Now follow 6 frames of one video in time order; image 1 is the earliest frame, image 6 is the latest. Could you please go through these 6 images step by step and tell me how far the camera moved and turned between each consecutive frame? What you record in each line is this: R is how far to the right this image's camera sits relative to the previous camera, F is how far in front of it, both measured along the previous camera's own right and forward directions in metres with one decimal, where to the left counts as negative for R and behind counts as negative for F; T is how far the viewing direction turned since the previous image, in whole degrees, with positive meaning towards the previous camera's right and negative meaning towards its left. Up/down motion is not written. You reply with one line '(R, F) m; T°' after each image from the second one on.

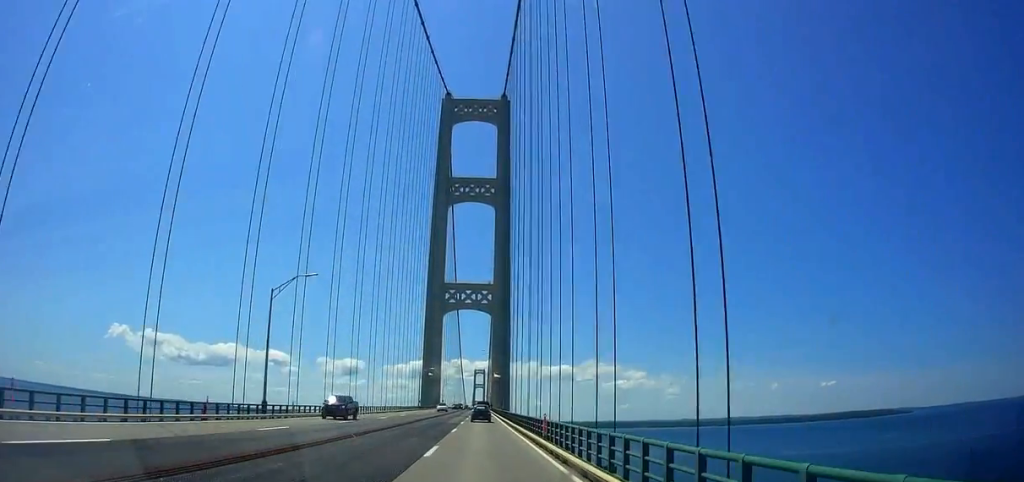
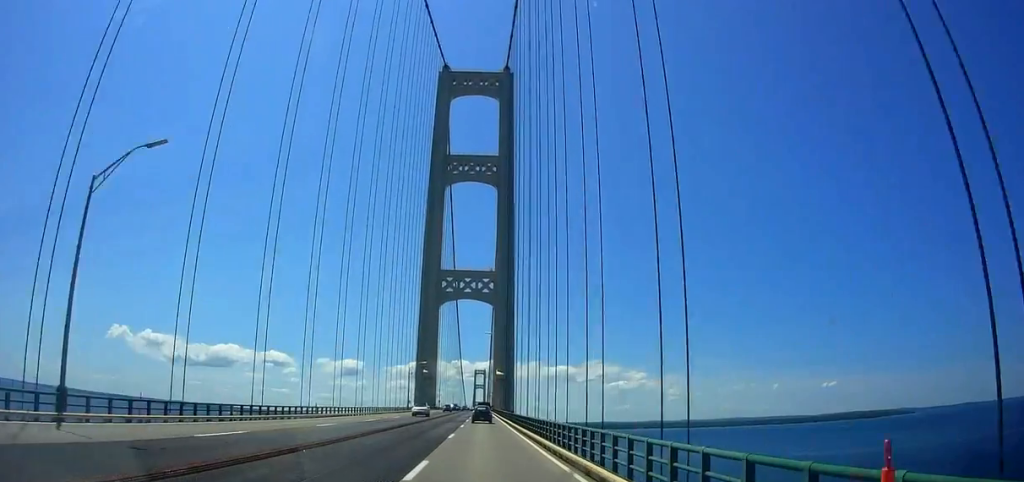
(+0.5, +20.5) m; +1°
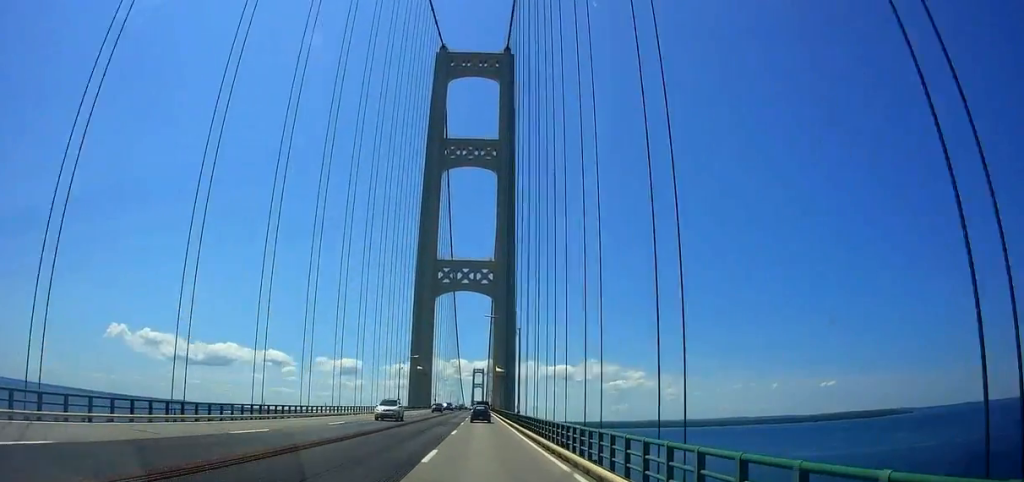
(+0.1, +11.6) m; -1°
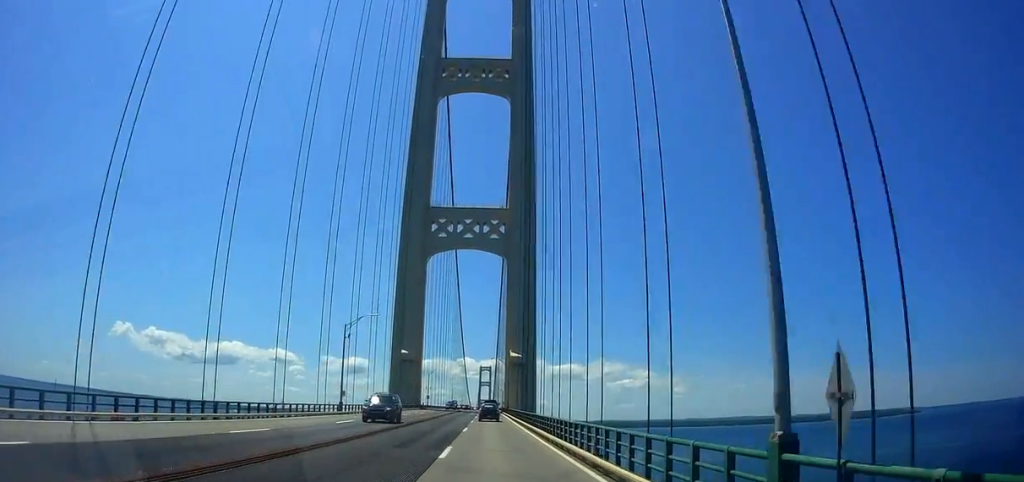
(-0.1, +45.1) m; 0°
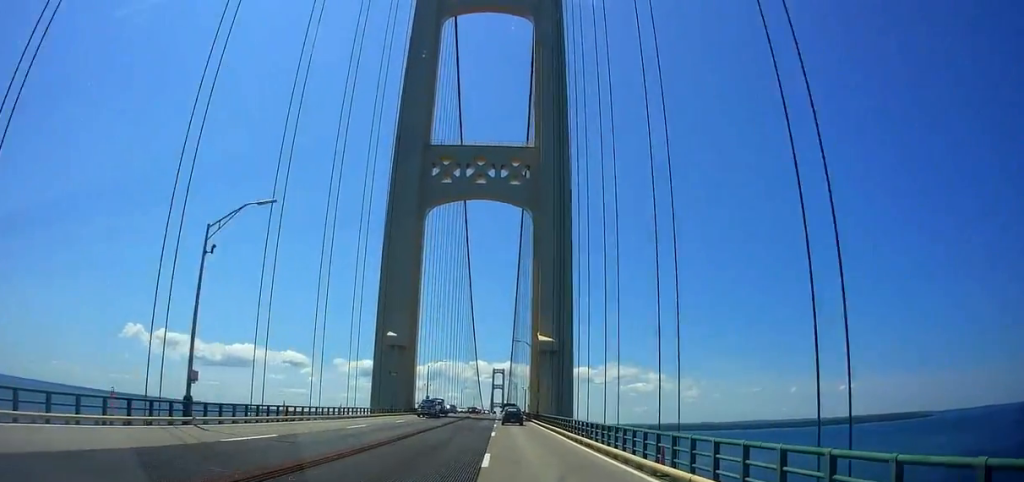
(-1.0, +32.5) m; -2°
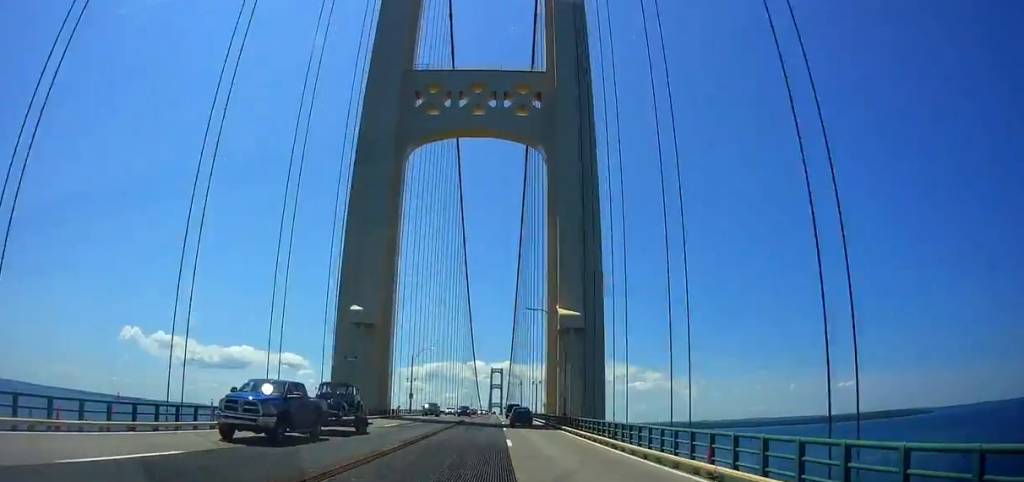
(0.0, +22.9) m; +1°
